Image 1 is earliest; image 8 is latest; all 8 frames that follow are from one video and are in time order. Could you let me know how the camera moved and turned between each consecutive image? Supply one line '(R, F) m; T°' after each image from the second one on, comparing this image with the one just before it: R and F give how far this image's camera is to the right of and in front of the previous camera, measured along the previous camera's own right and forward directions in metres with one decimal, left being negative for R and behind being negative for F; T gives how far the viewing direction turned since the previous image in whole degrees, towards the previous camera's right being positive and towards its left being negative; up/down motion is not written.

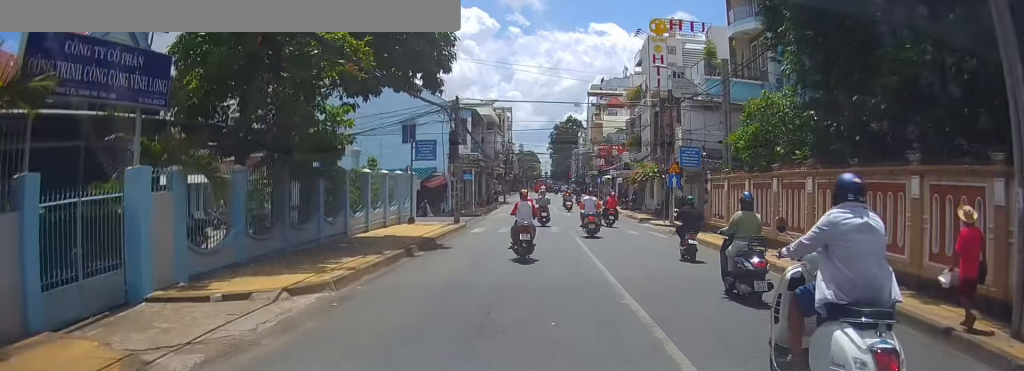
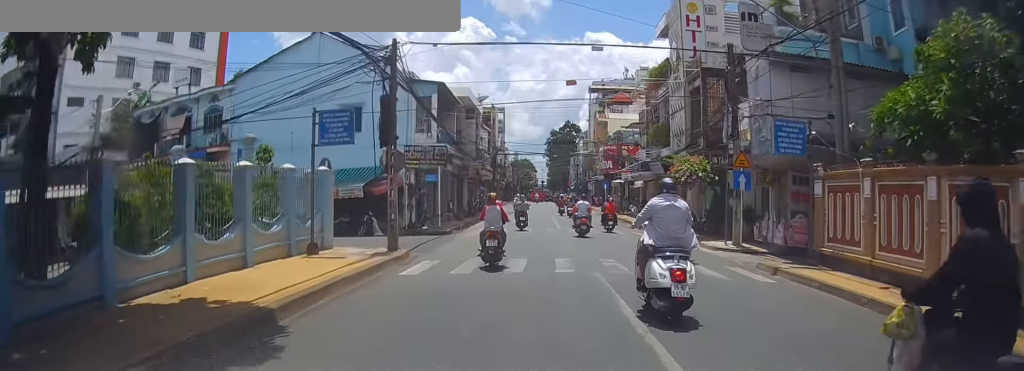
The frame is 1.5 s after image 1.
(-0.4, +11.5) m; -2°
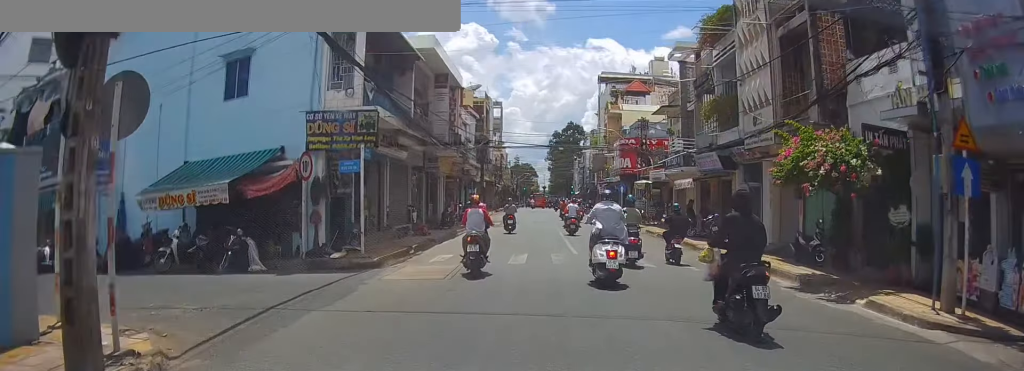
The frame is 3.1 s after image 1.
(+0.1, +12.2) m; +4°
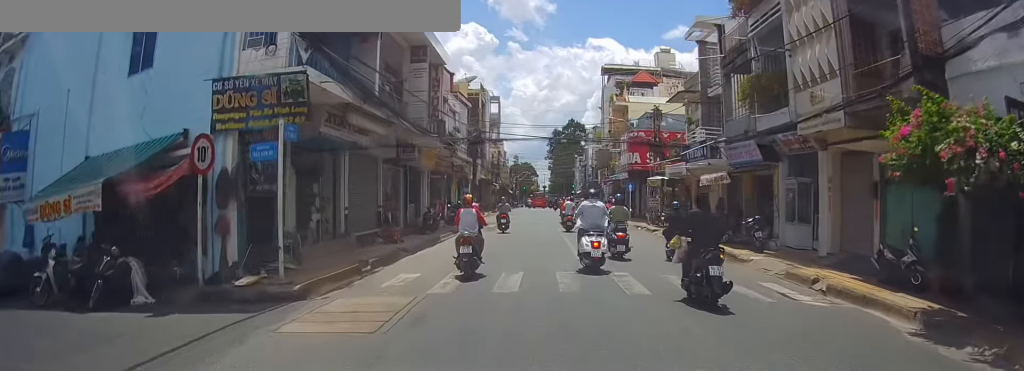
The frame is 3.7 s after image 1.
(+0.2, +5.5) m; +1°
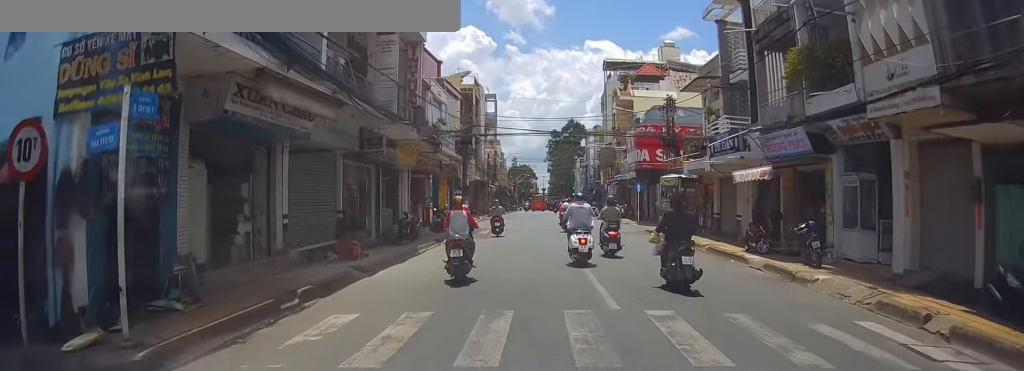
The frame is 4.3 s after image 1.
(+0.4, +4.9) m; 0°
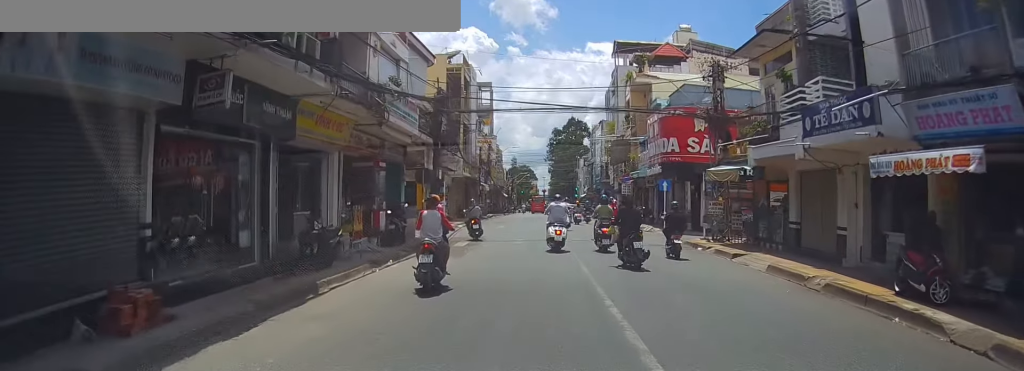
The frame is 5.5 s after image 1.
(-0.5, +9.8) m; +1°
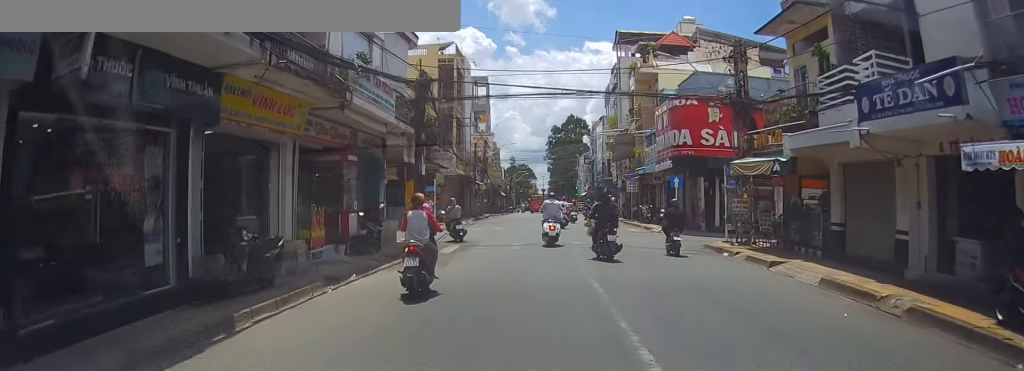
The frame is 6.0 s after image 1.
(+0.3, +3.3) m; +1°
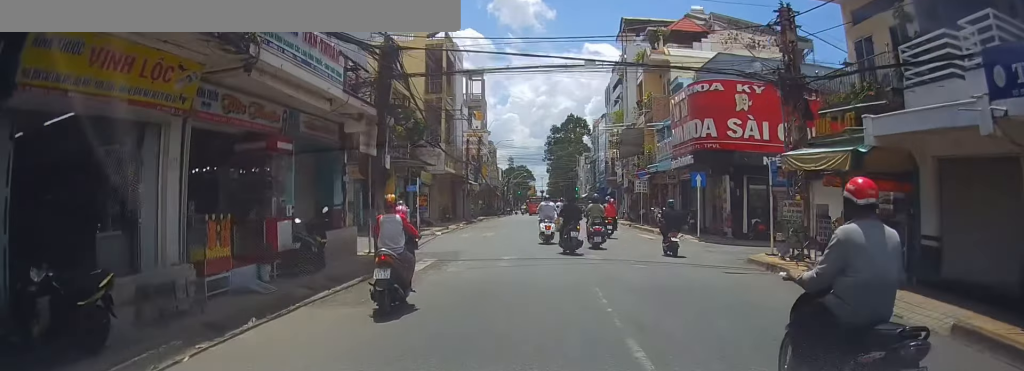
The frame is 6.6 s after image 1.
(+0.1, +5.1) m; 0°
